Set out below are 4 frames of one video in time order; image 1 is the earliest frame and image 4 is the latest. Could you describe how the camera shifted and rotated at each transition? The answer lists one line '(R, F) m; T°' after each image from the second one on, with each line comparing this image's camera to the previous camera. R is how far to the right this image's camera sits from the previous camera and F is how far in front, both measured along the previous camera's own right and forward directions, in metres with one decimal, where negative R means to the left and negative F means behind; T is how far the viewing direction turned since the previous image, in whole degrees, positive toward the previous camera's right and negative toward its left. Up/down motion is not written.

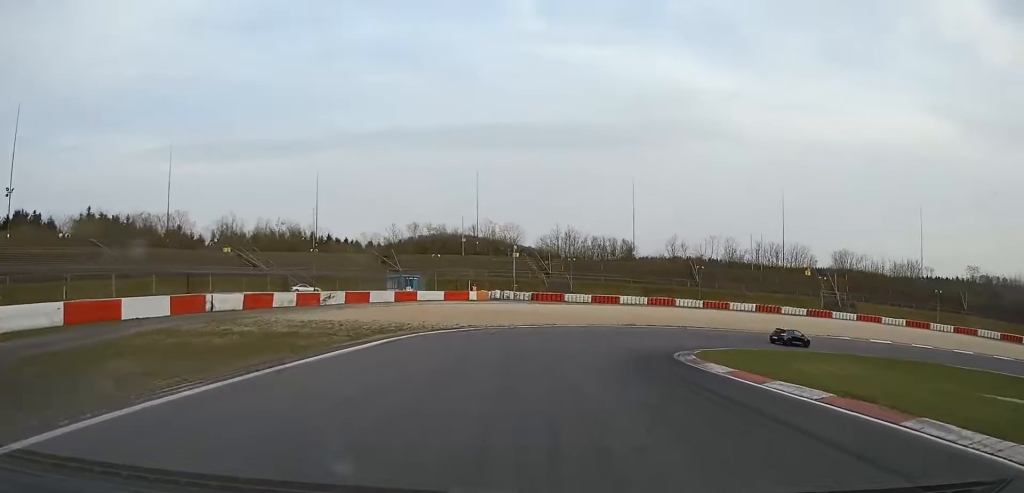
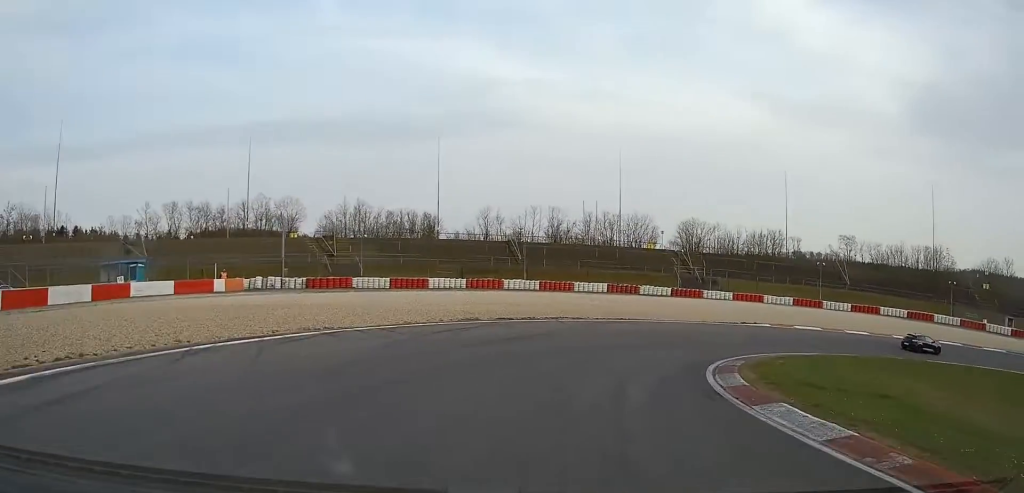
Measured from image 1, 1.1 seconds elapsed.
(+1.5, +24.5) m; +15°
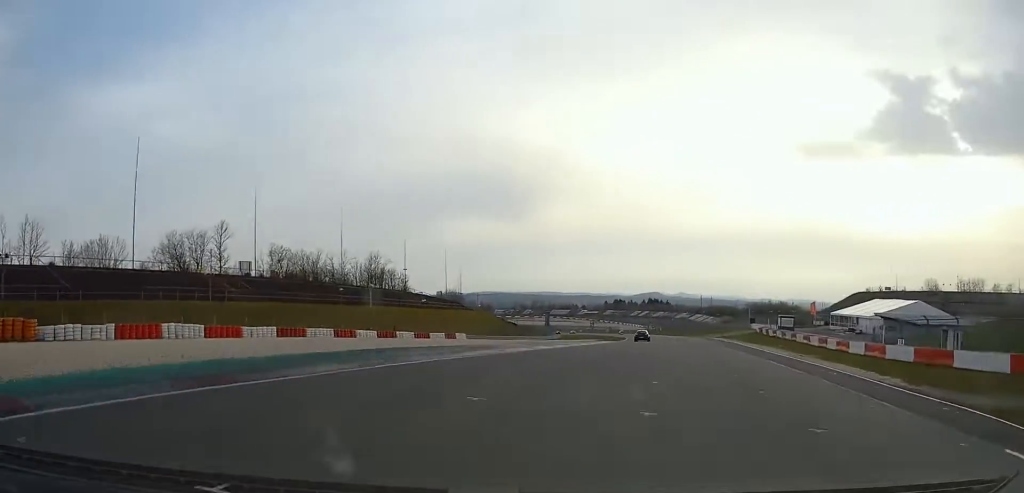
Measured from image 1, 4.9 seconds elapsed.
(+53.3, +36.2) m; +99°
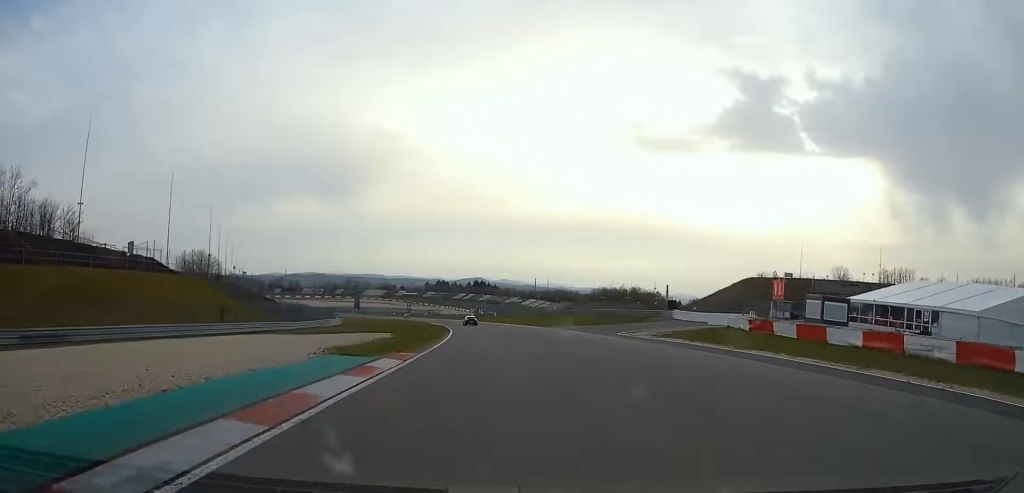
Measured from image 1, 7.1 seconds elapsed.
(+12.8, +67.8) m; +14°
